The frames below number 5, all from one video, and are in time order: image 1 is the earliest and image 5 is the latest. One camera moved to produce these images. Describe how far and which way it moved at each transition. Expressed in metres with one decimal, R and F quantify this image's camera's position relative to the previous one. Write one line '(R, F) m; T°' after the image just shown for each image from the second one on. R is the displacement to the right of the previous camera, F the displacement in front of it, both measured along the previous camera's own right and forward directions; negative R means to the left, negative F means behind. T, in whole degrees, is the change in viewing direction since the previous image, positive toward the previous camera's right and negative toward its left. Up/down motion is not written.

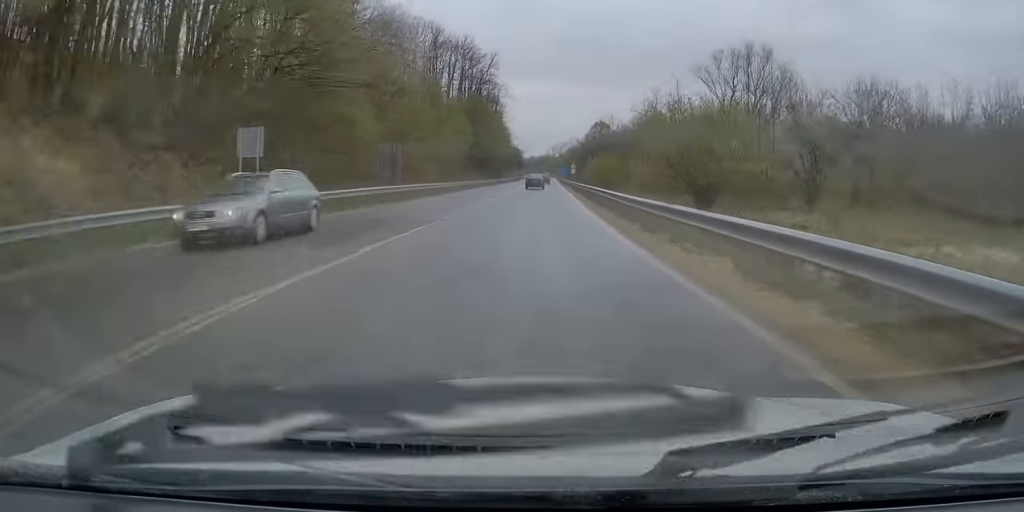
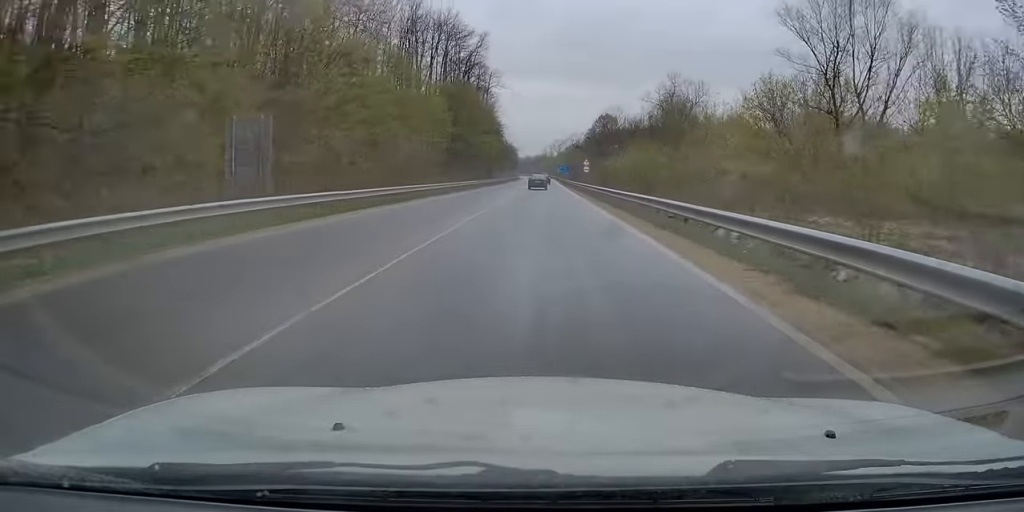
(+0.2, +23.8) m; 0°
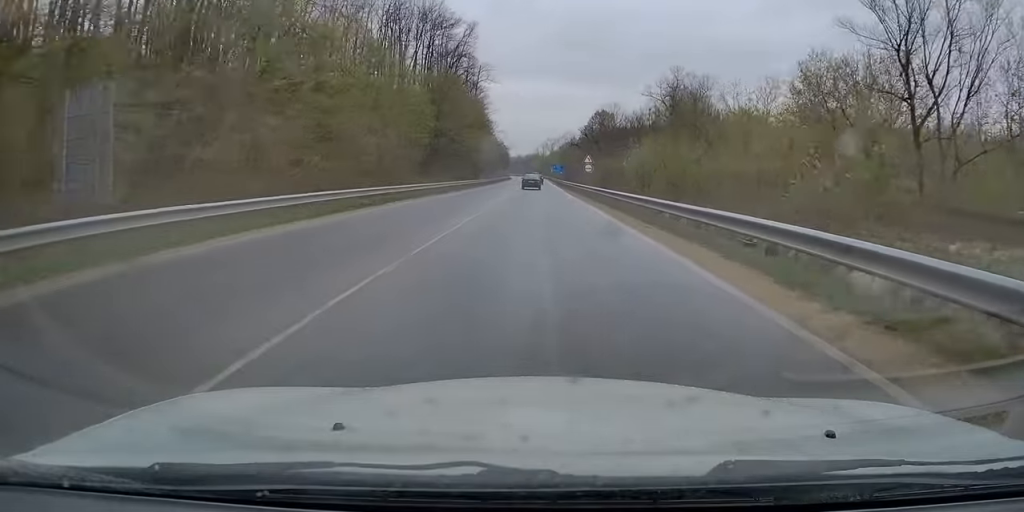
(-0.2, +9.8) m; 0°
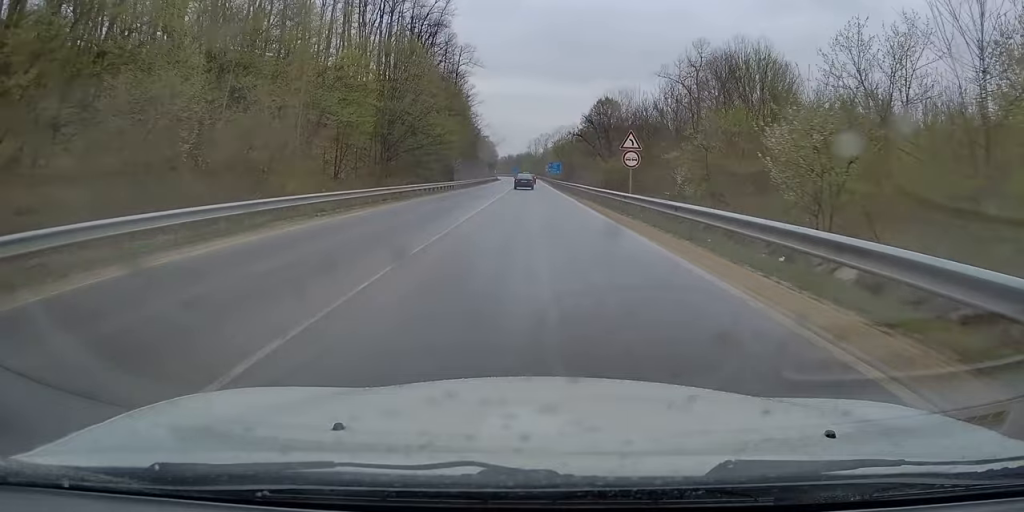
(+0.4, +24.1) m; +1°
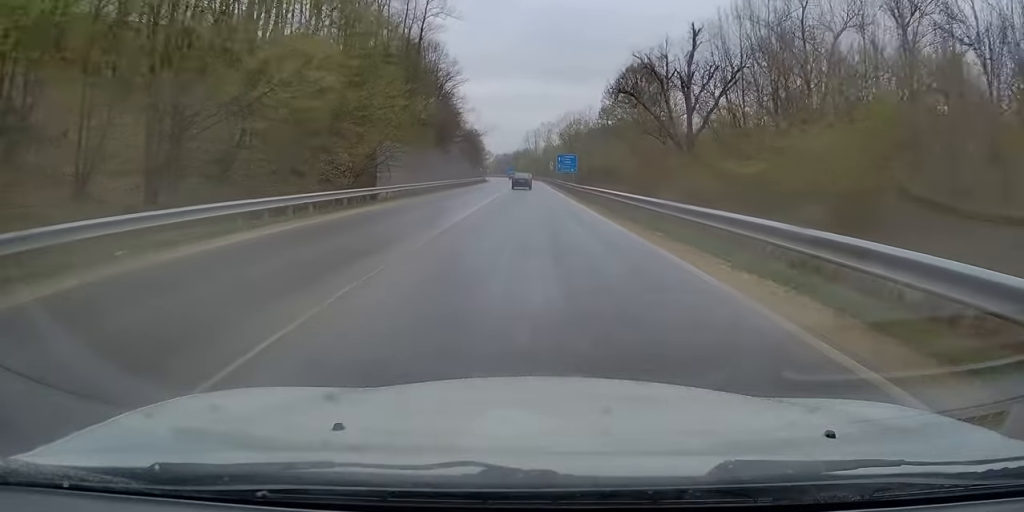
(+0.1, +41.3) m; 0°
